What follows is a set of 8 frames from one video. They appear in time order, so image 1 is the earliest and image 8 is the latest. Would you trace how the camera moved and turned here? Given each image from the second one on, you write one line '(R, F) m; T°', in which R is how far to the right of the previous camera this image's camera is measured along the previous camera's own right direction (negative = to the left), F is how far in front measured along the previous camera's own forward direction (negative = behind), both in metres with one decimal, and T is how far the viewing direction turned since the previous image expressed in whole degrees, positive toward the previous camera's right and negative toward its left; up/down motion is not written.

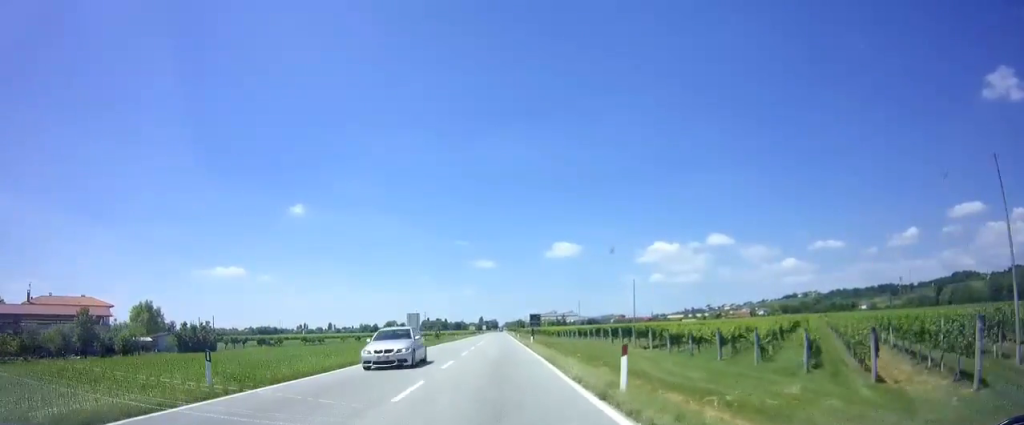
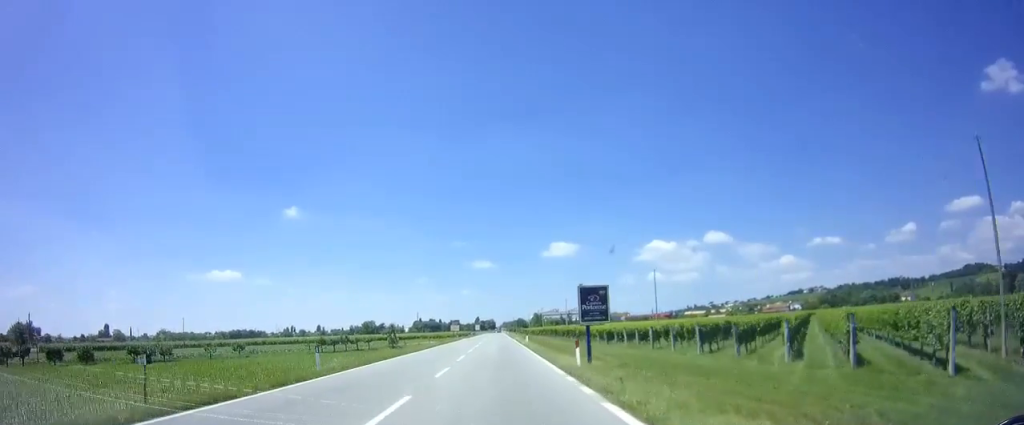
(+0.5, +55.9) m; 0°
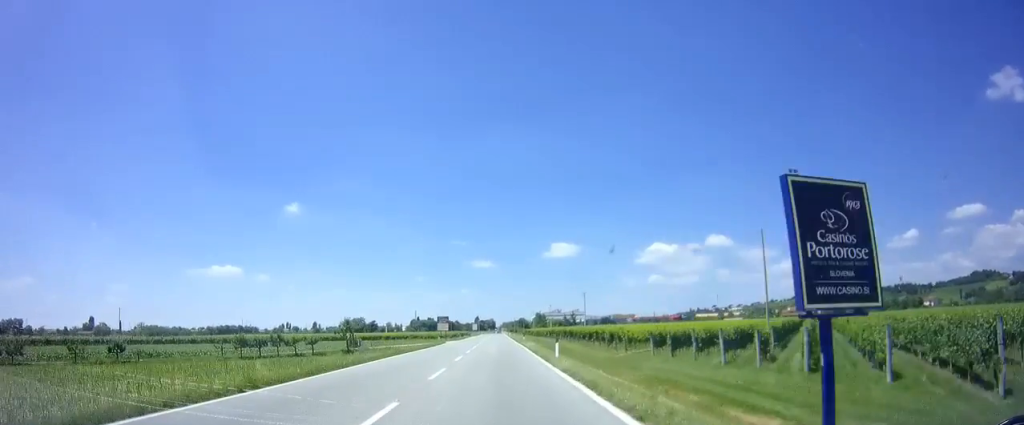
(-0.1, +23.4) m; 0°
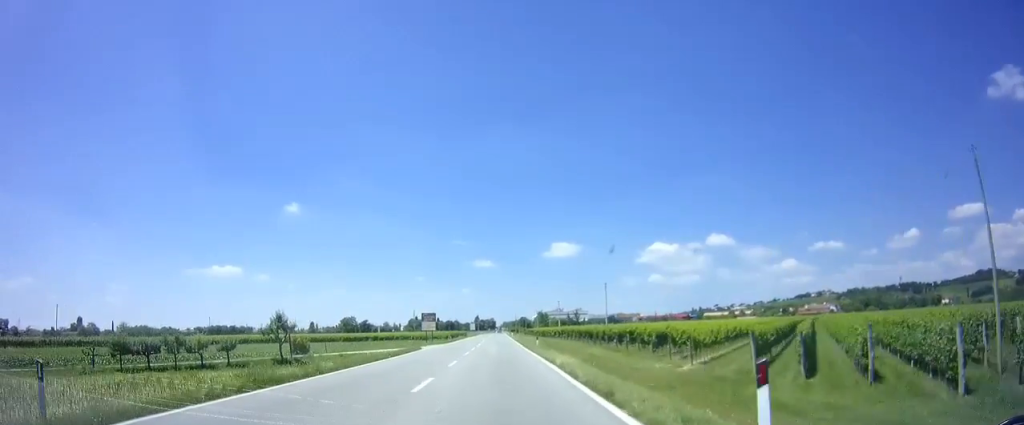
(+0.1, +17.7) m; 0°
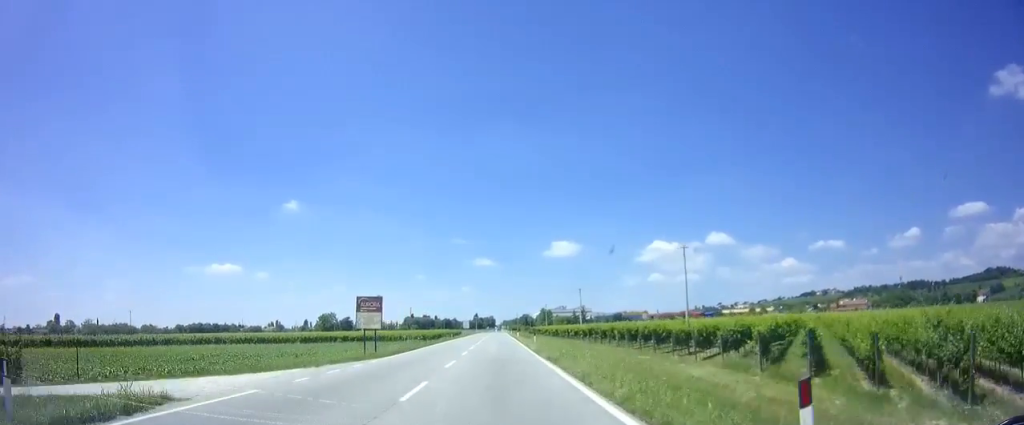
(0.0, +32.1) m; 0°
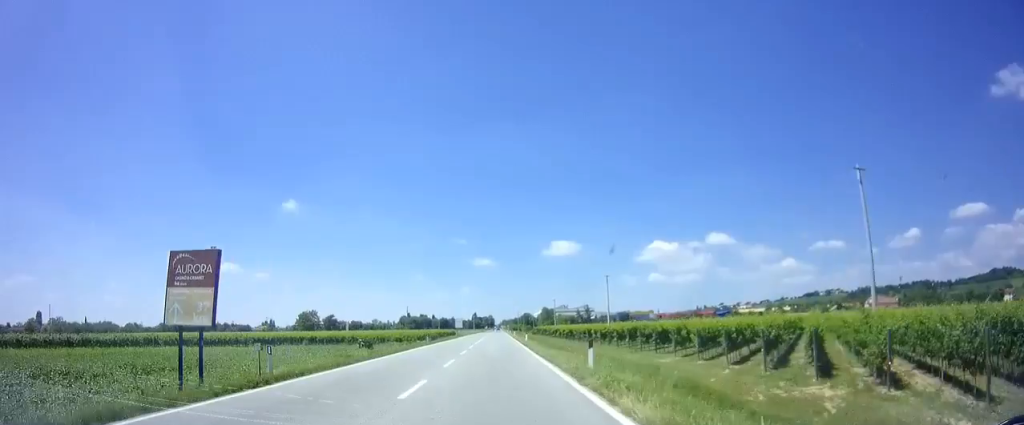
(-0.1, +22.4) m; 0°
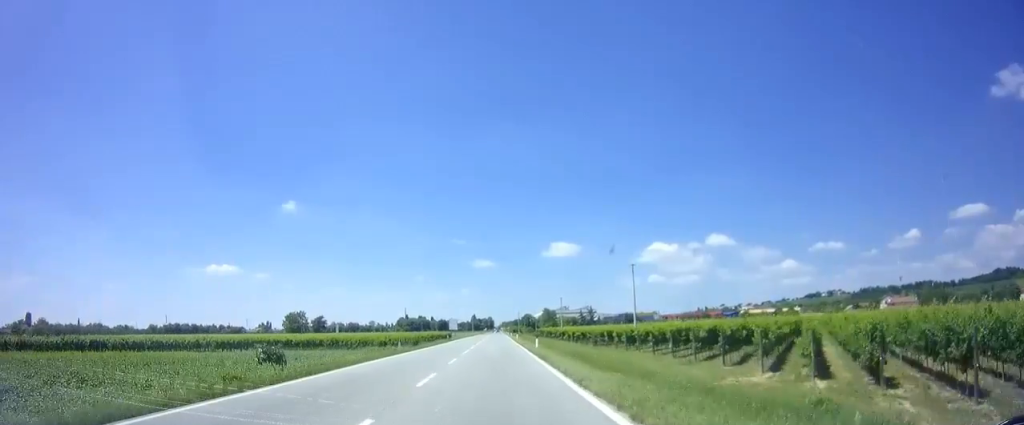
(0.0, +12.7) m; 0°
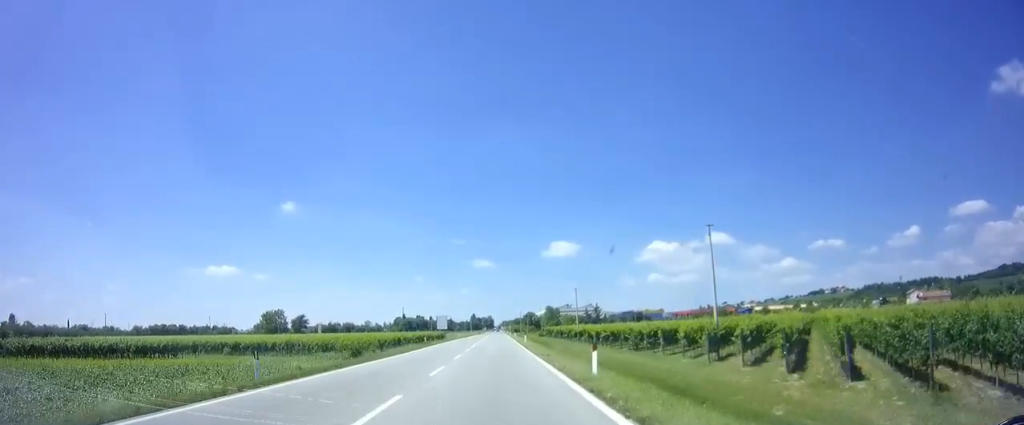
(0.0, +19.9) m; 0°
